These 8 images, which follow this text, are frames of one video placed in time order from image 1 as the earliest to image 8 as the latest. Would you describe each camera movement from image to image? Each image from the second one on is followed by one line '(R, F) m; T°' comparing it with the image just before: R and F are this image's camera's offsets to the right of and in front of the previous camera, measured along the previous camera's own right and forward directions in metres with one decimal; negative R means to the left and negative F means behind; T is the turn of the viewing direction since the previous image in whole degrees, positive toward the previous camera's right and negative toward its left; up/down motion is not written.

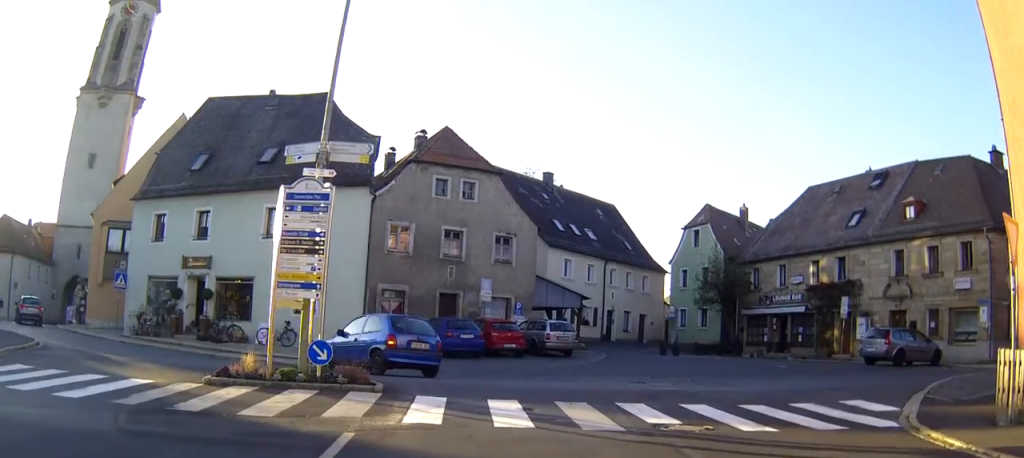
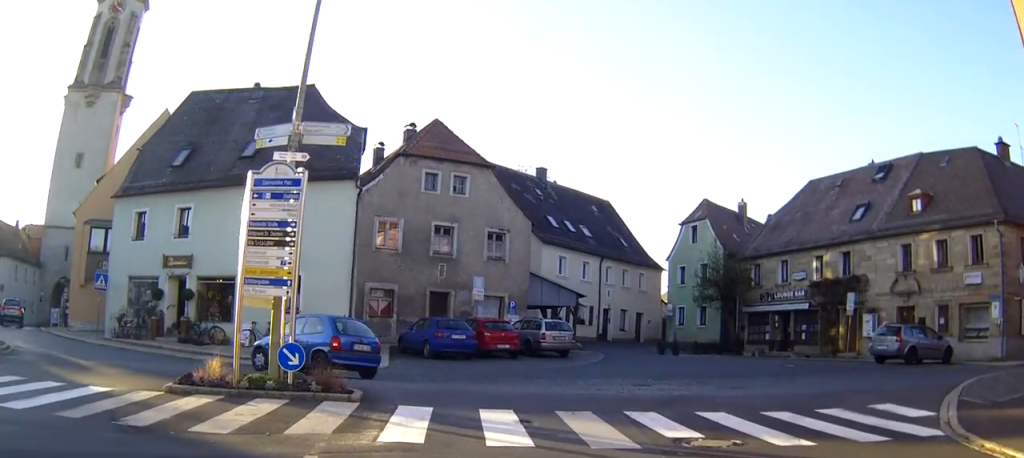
(0.0, +1.4) m; -1°
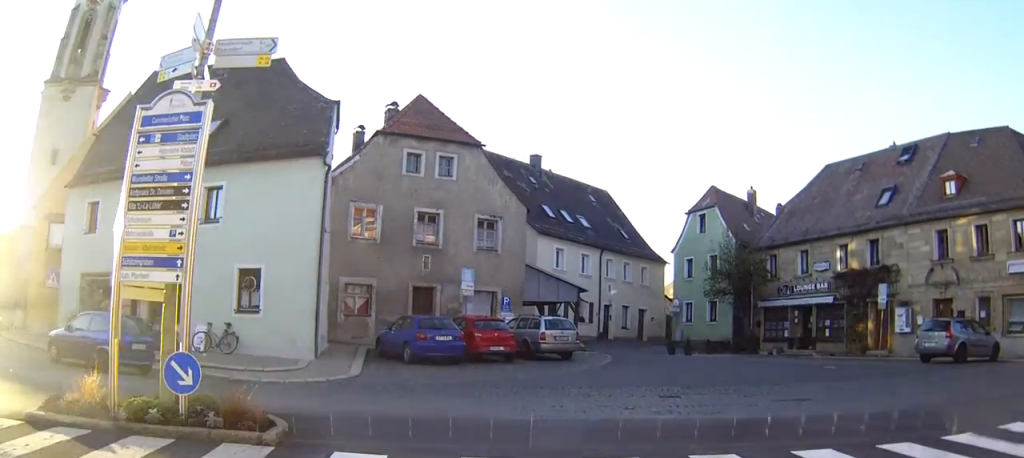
(-0.1, +4.1) m; -2°
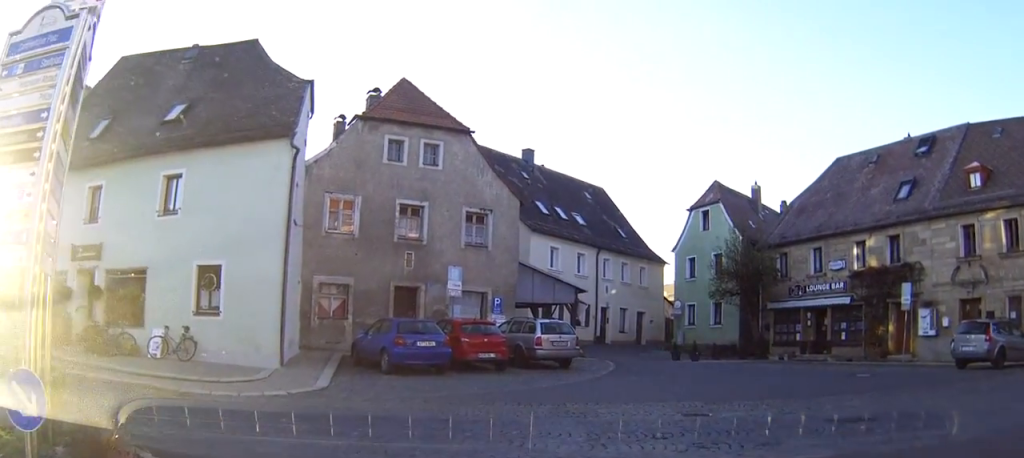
(+0.1, +3.1) m; +3°
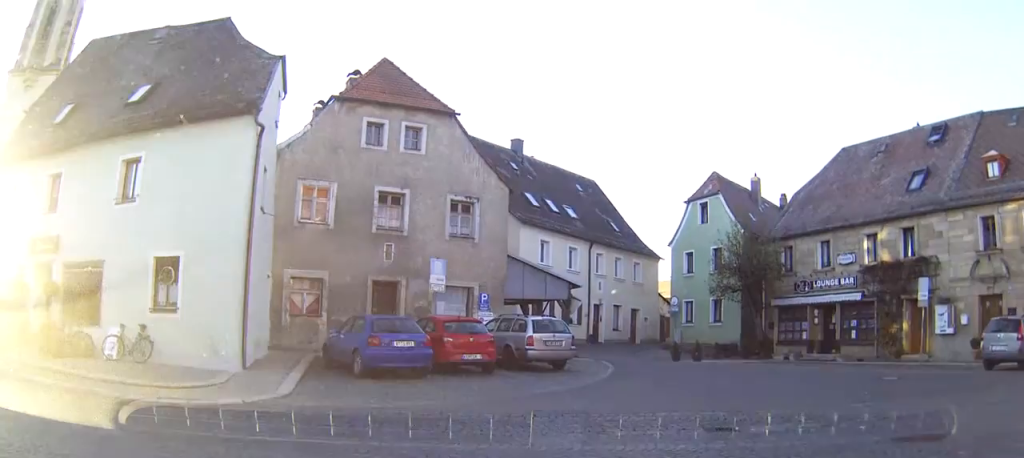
(+0.1, +2.6) m; -2°
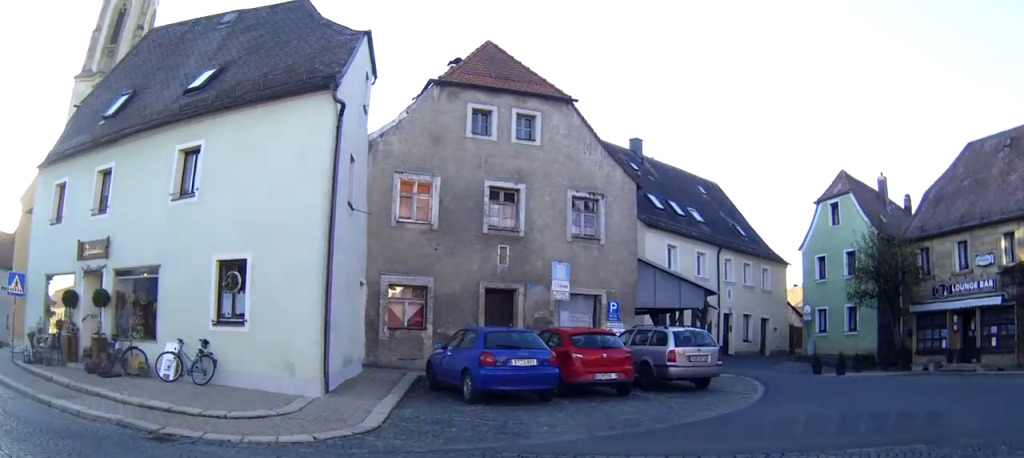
(-0.4, +3.5) m; -21°
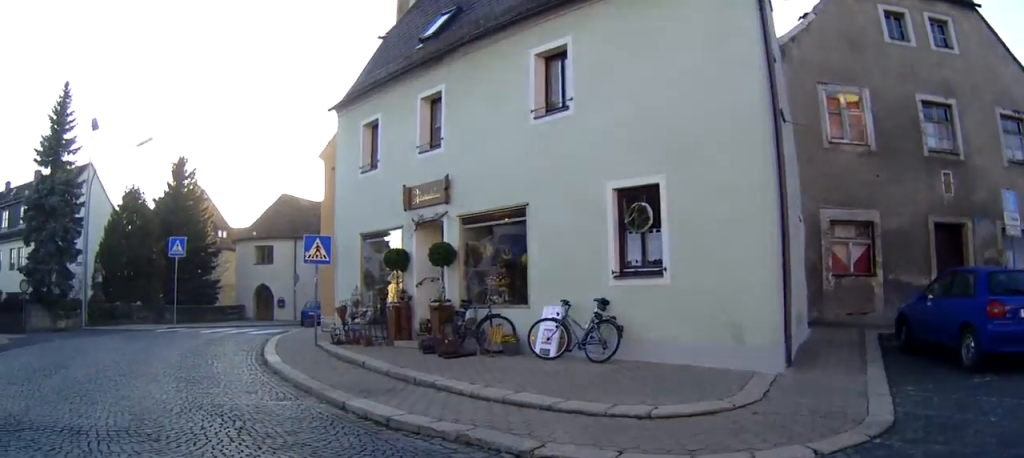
(-0.9, +3.6) m; -24°
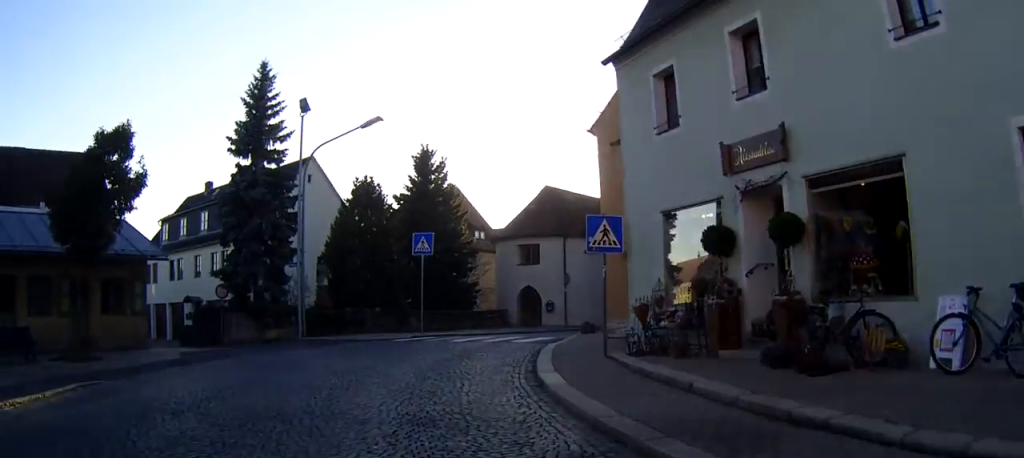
(-0.4, +3.2) m; -10°
